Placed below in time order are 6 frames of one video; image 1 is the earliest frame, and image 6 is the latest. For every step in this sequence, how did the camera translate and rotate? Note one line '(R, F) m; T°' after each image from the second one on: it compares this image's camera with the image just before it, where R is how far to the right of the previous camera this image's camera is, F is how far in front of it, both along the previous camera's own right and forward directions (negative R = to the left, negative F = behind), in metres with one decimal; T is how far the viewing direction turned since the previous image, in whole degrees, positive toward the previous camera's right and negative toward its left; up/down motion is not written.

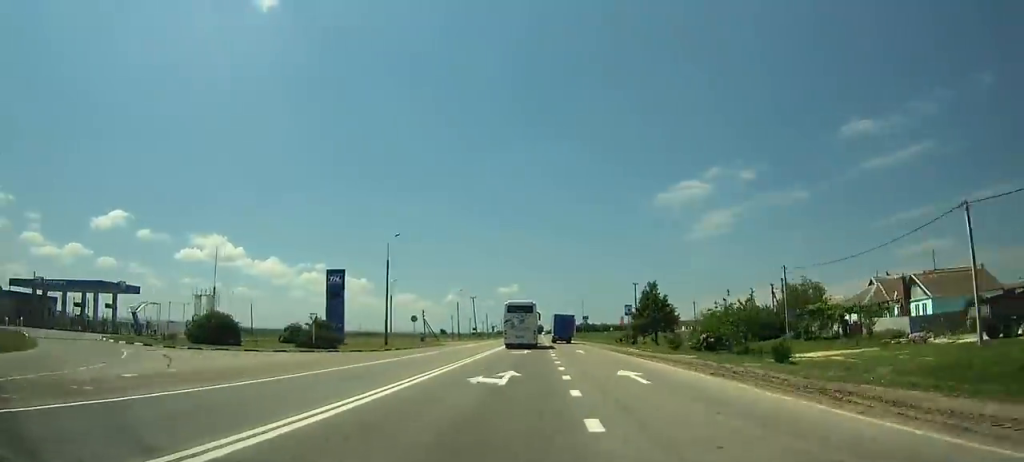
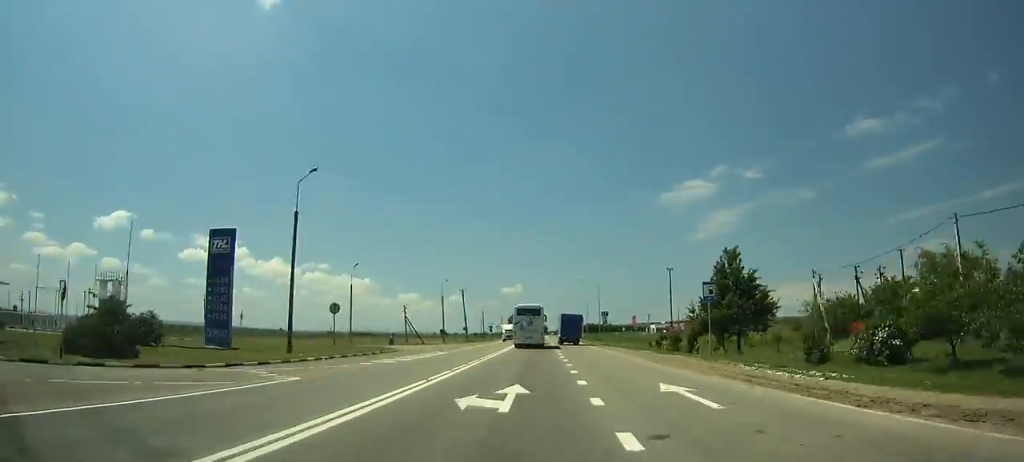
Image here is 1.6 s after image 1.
(-0.1, +25.4) m; 0°
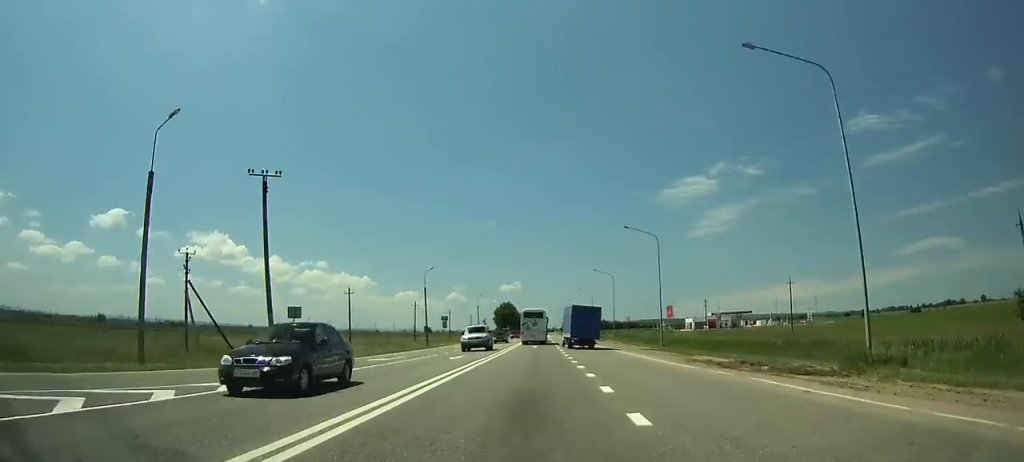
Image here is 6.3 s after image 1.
(+0.1, +78.3) m; 0°
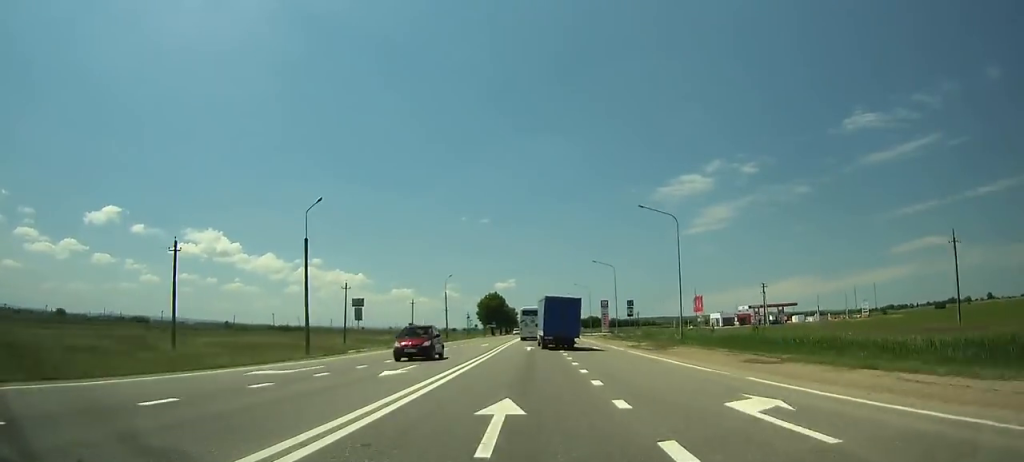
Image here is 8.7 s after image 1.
(-0.1, +40.8) m; 0°
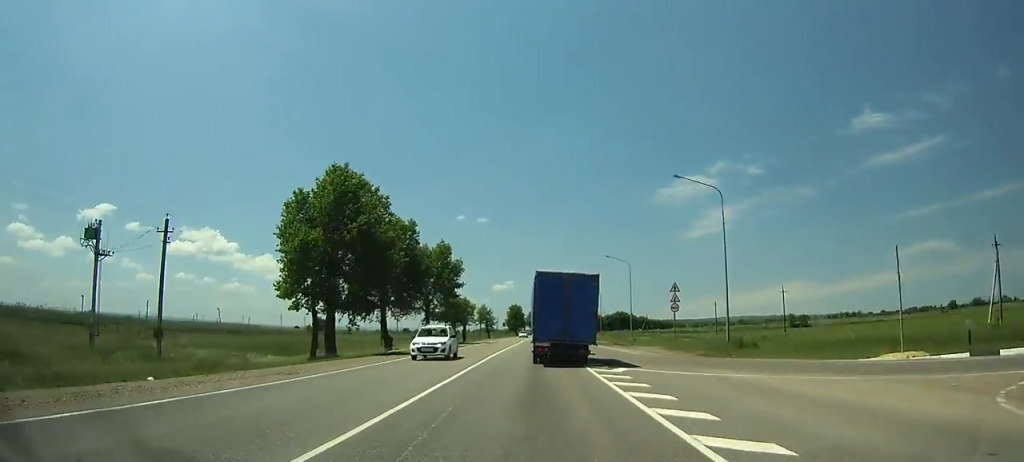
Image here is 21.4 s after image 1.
(+0.6, +212.5) m; +1°
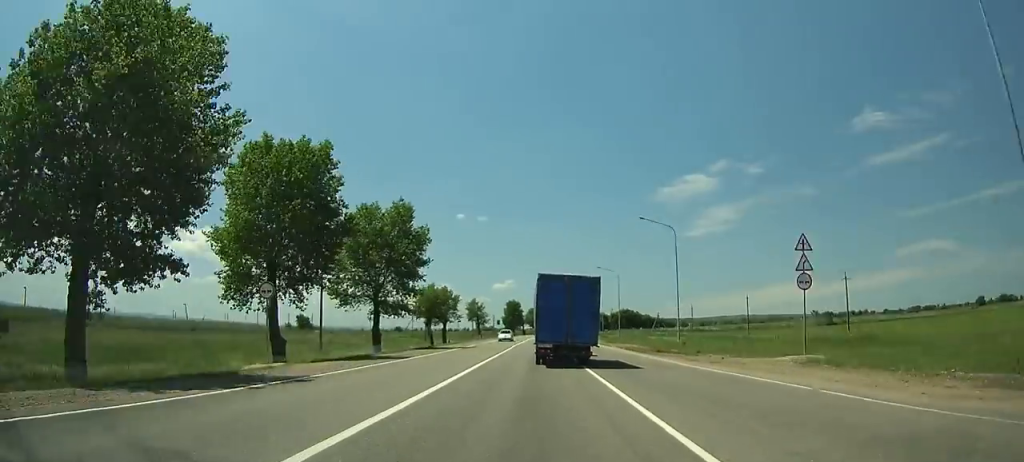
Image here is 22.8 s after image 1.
(0.0, +23.6) m; 0°
